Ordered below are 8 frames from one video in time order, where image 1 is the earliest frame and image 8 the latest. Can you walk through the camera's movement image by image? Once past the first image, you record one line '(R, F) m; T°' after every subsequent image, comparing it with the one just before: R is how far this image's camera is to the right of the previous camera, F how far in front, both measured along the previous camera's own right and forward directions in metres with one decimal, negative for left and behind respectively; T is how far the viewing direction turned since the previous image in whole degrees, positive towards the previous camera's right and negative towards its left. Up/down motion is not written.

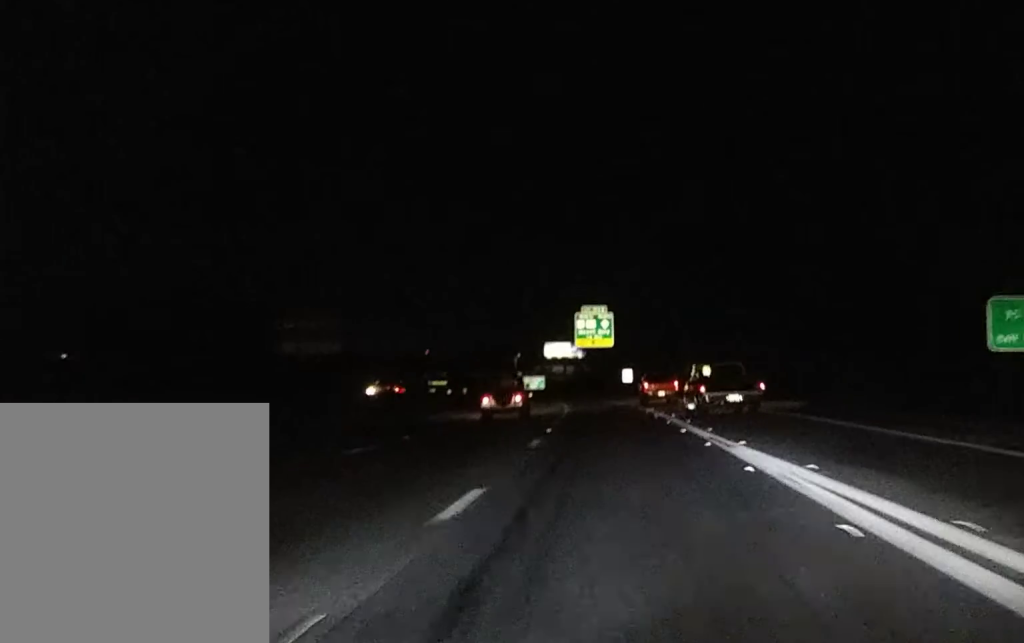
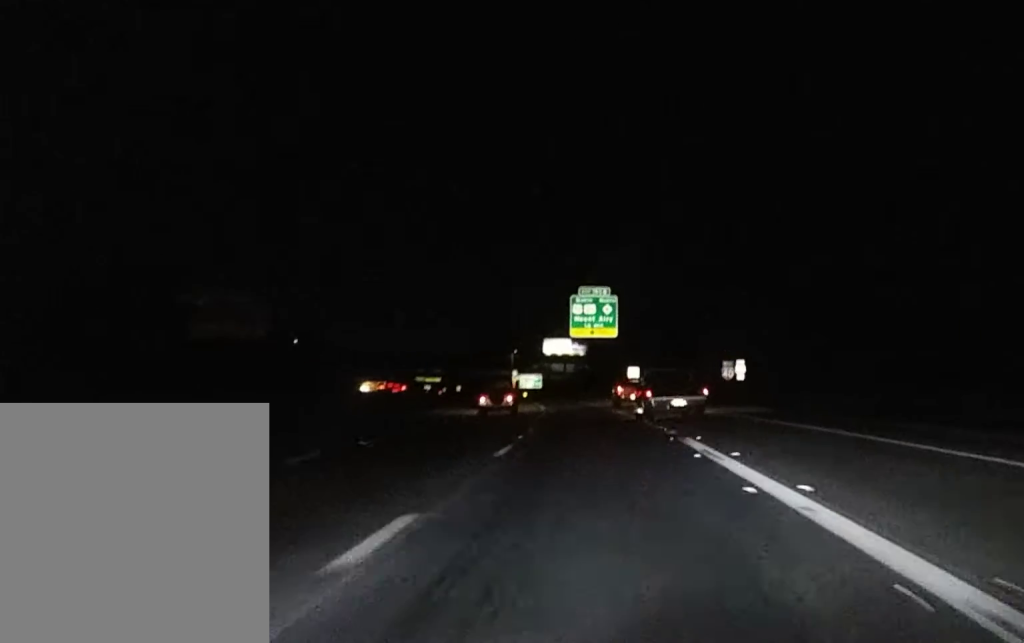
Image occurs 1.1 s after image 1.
(-0.2, +25.1) m; 0°
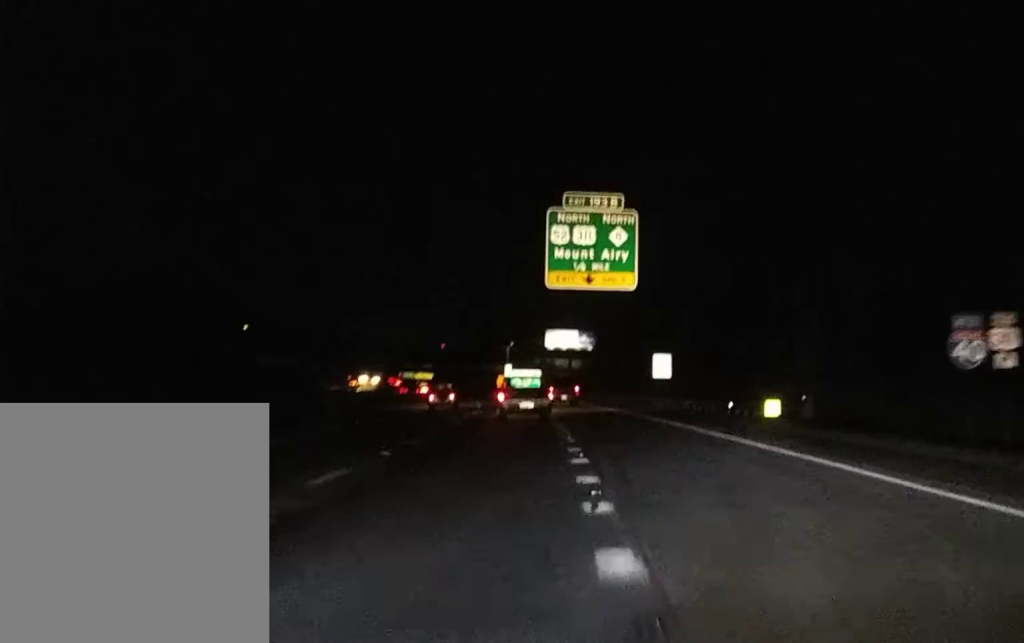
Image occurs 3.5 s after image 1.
(-0.8, +54.7) m; -2°
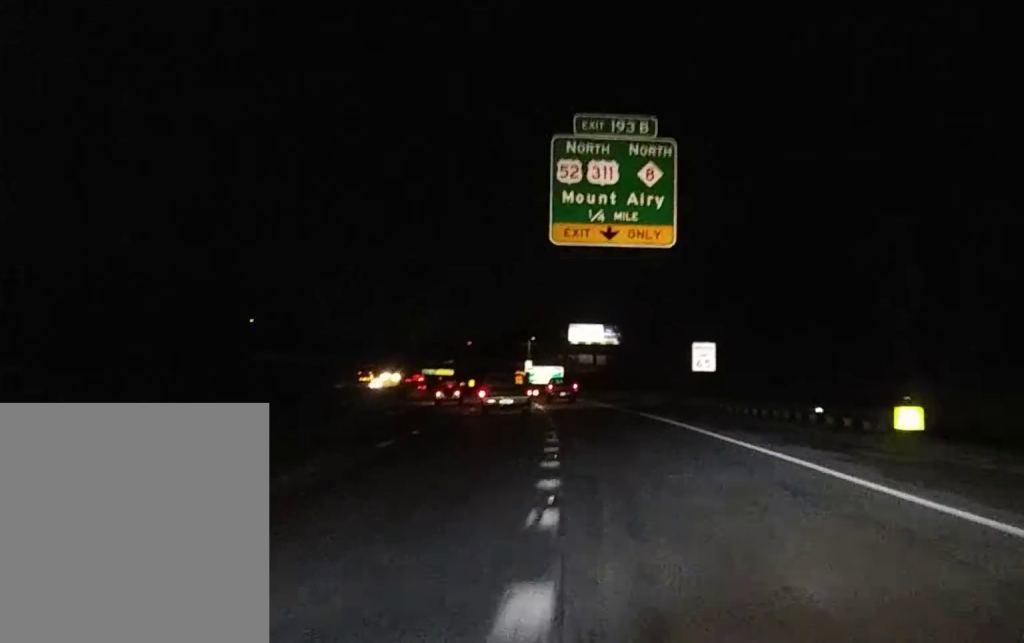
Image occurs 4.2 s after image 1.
(0.0, +16.6) m; -1°
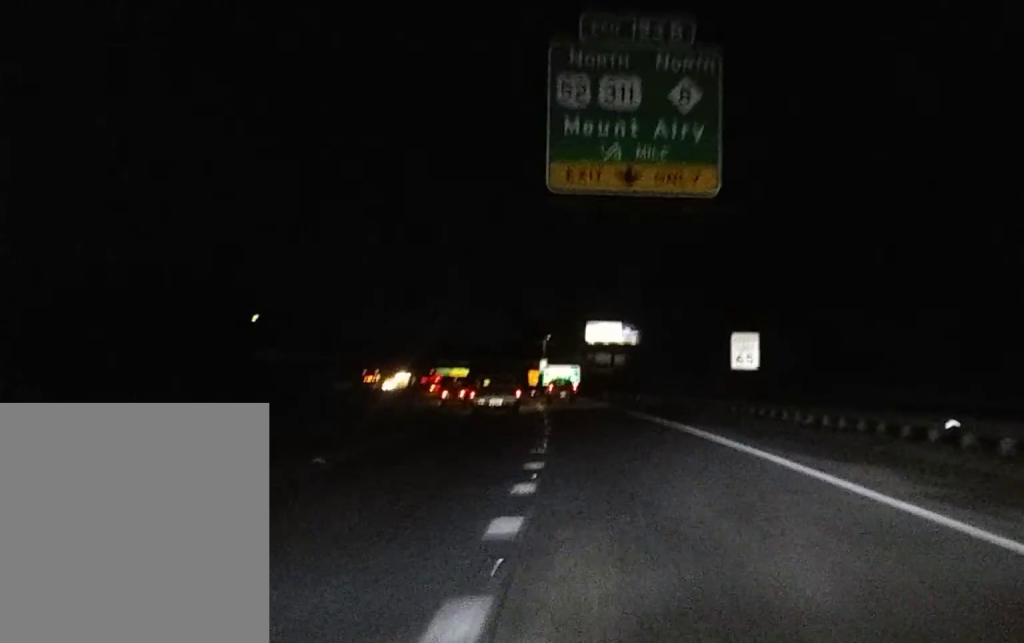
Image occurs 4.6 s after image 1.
(-0.1, +9.4) m; -1°
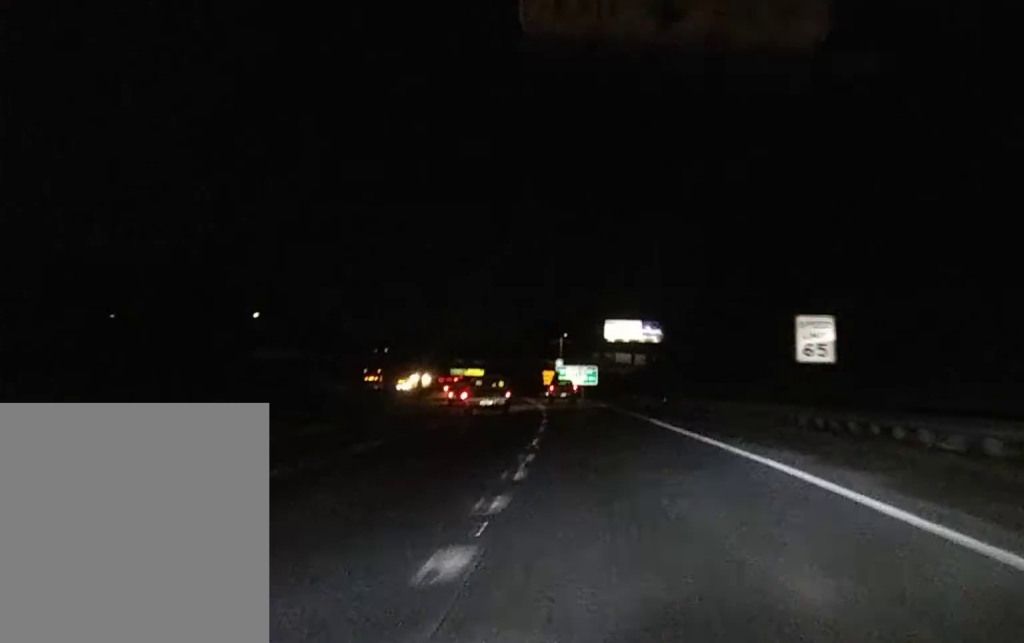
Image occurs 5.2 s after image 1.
(-0.3, +12.8) m; -1°
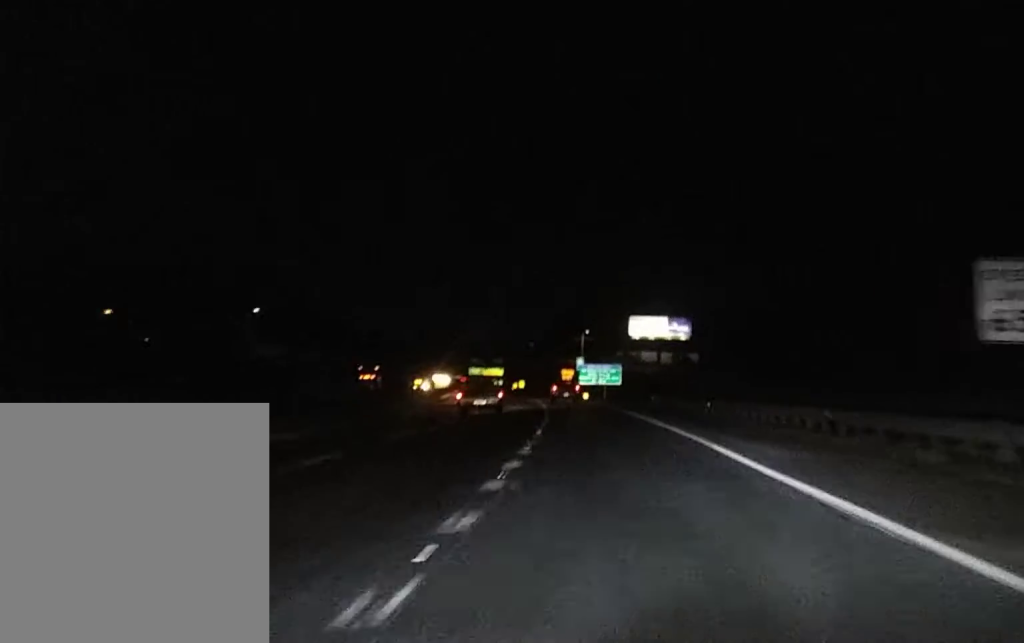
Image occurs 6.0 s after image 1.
(-0.1, +14.3) m; -1°
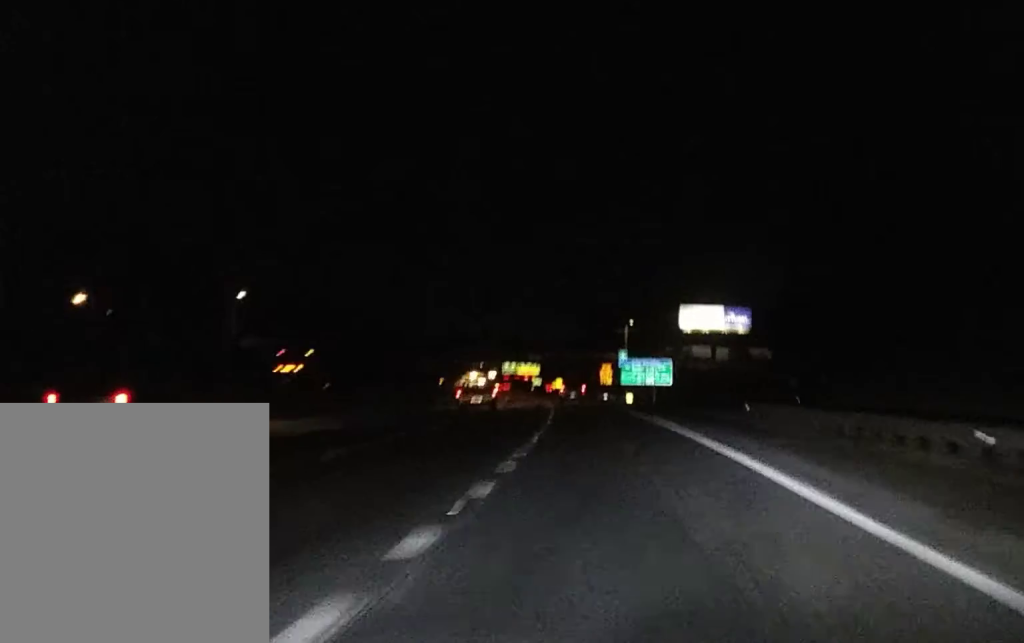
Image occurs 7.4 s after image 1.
(-0.3, +25.6) m; -1°
